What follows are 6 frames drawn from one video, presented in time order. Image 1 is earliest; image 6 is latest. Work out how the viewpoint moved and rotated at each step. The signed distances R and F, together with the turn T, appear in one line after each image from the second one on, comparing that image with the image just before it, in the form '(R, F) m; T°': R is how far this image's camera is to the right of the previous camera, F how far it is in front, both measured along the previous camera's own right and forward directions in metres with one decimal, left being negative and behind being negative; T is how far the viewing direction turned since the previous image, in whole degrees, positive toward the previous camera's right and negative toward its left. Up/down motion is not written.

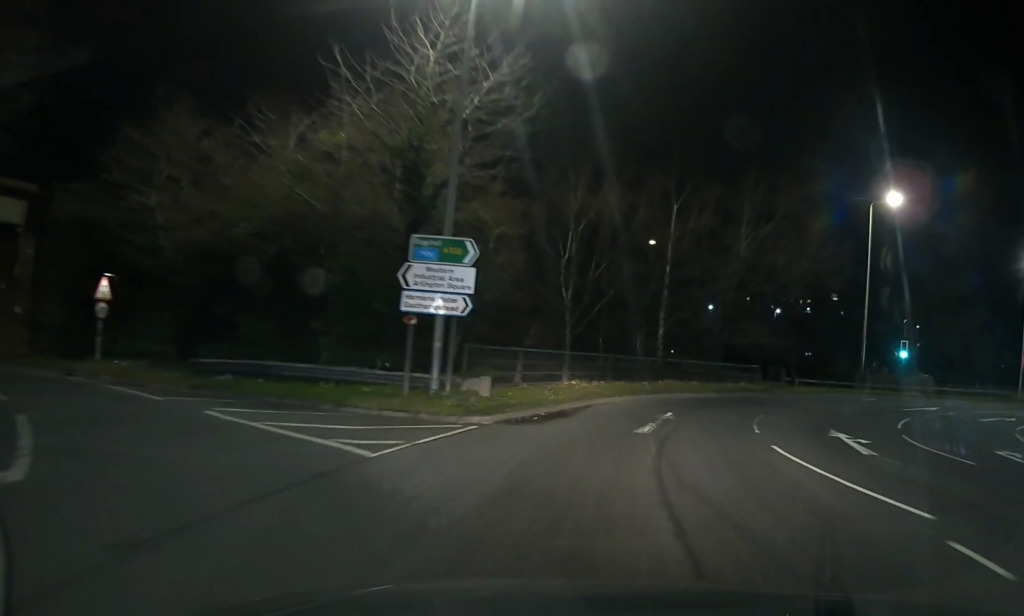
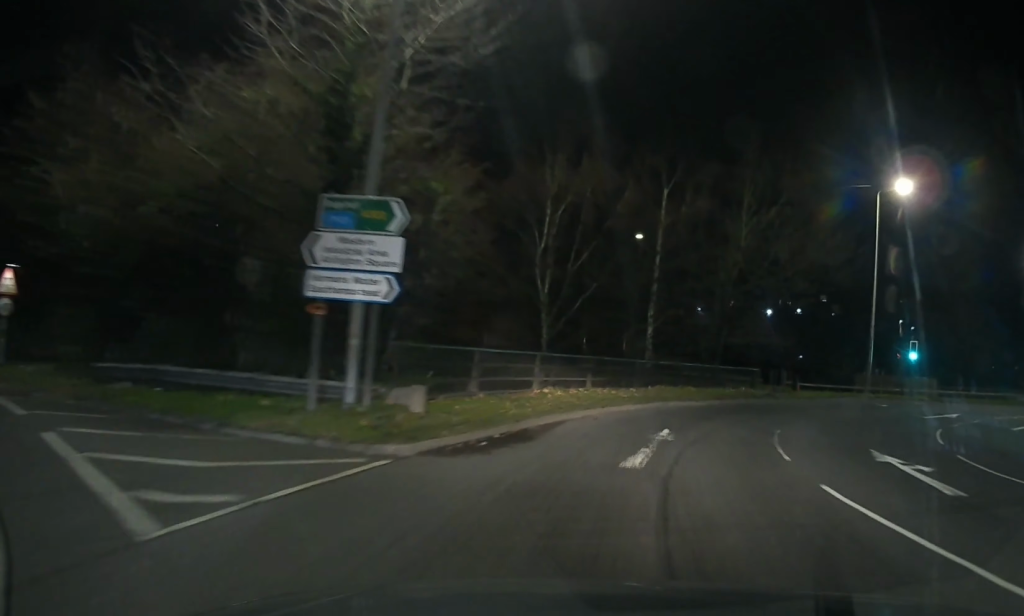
(0.0, +3.8) m; 0°
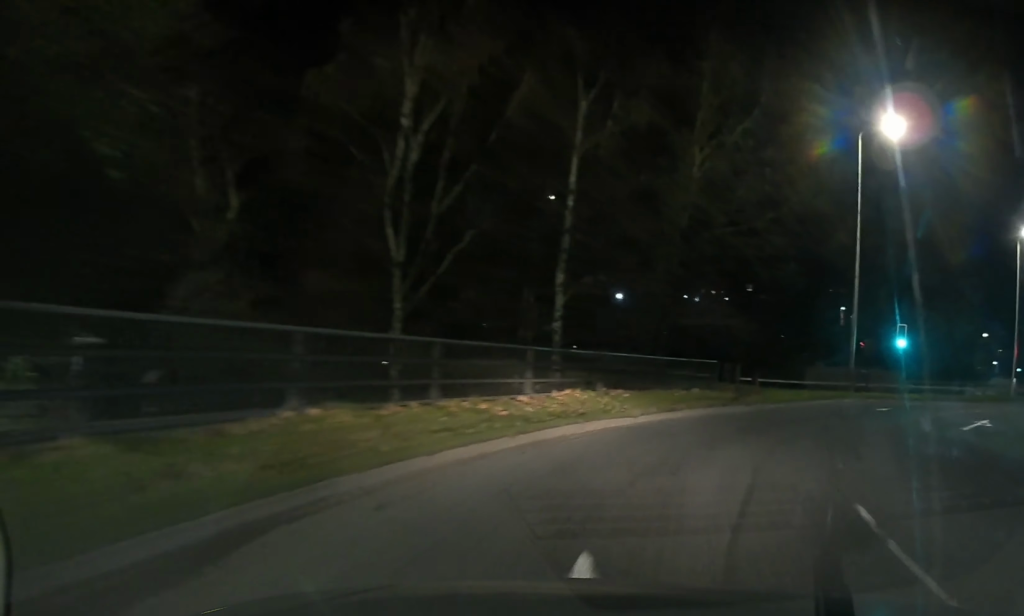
(+0.2, +9.9) m; +7°
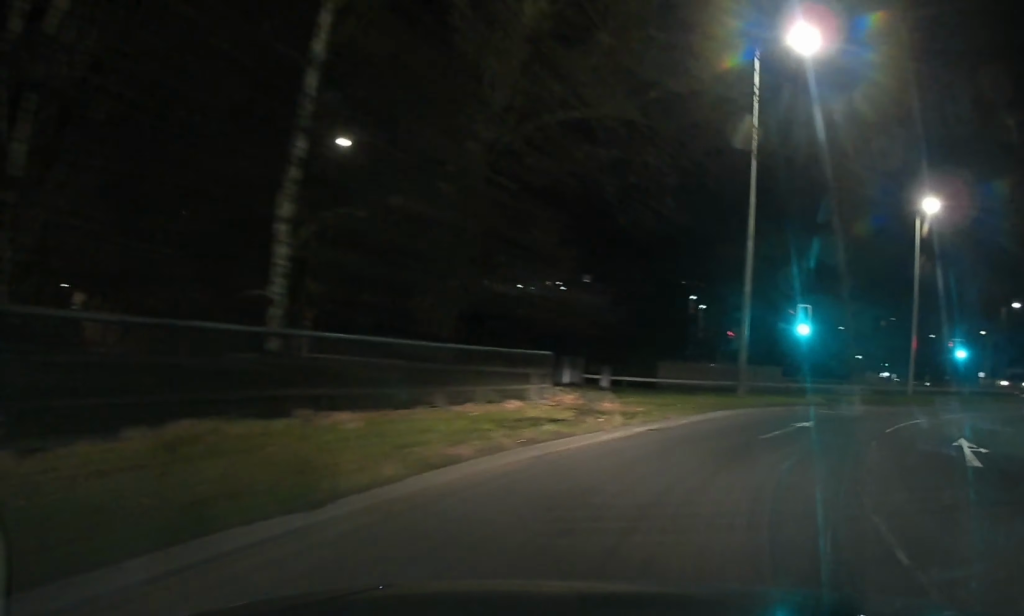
(+1.0, +10.1) m; +11°
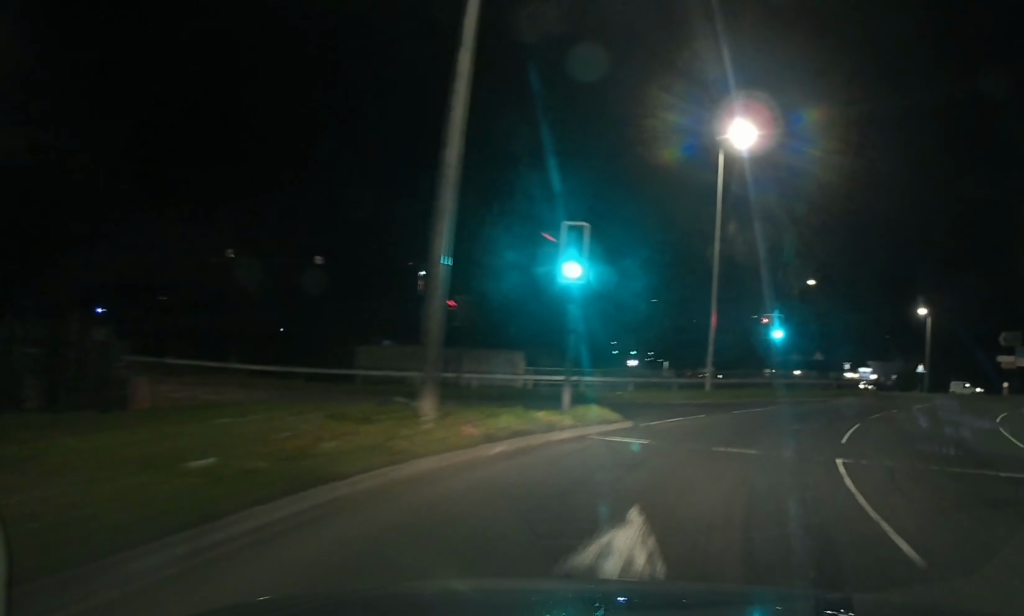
(+2.3, +13.8) m; +19°
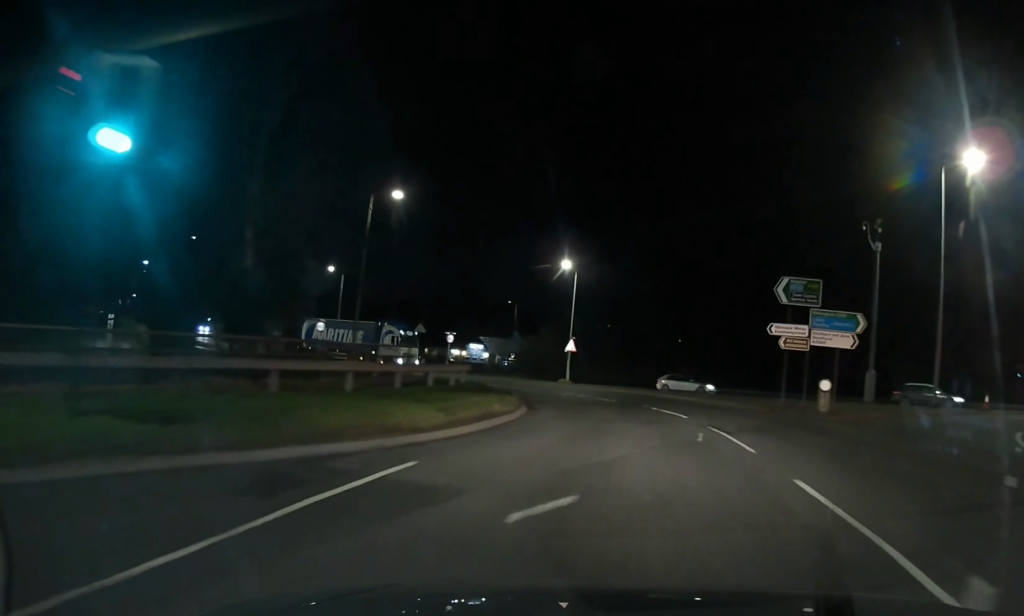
(+7.8, +29.1) m; +25°
